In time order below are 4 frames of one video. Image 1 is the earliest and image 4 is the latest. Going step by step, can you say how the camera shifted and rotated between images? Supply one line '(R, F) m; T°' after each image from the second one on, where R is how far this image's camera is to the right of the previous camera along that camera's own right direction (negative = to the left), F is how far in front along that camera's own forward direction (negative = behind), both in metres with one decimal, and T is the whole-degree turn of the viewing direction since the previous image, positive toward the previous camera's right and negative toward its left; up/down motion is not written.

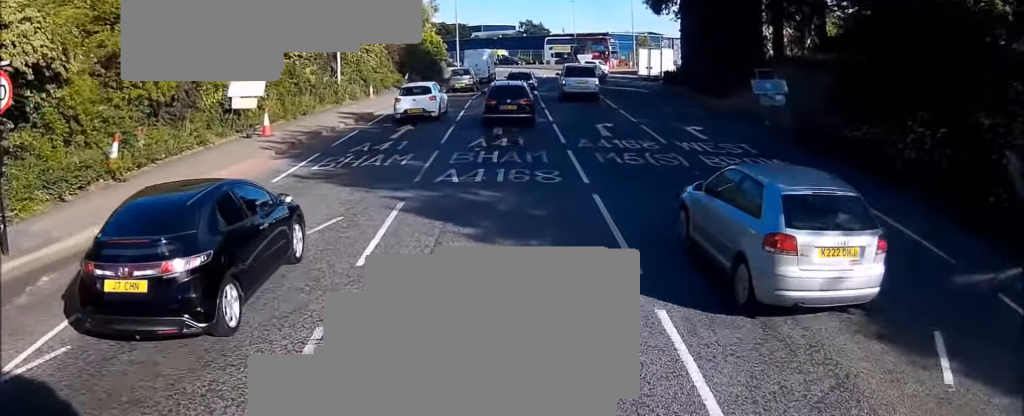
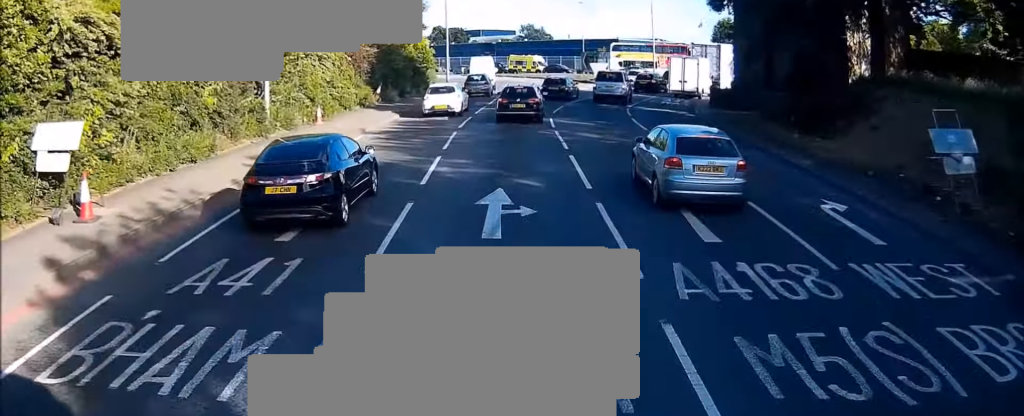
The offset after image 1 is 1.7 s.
(-0.4, +12.1) m; -3°
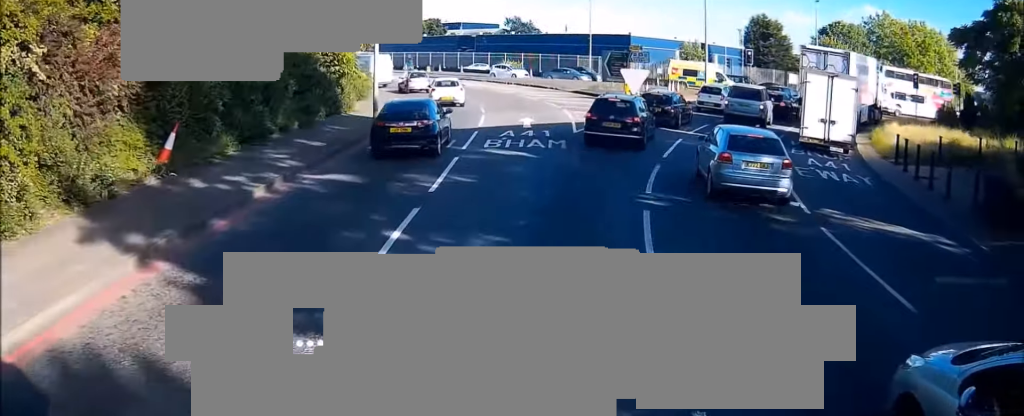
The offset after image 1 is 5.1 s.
(-0.1, +25.8) m; -1°
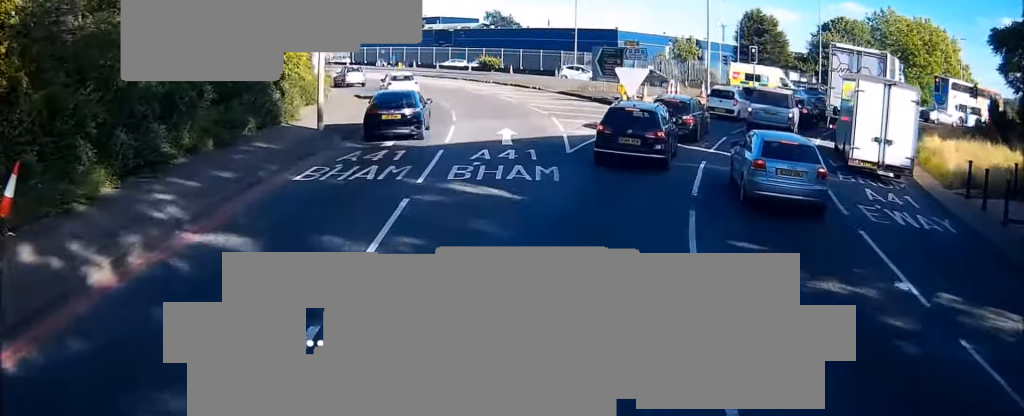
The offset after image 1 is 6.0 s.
(0.0, +5.9) m; 0°
